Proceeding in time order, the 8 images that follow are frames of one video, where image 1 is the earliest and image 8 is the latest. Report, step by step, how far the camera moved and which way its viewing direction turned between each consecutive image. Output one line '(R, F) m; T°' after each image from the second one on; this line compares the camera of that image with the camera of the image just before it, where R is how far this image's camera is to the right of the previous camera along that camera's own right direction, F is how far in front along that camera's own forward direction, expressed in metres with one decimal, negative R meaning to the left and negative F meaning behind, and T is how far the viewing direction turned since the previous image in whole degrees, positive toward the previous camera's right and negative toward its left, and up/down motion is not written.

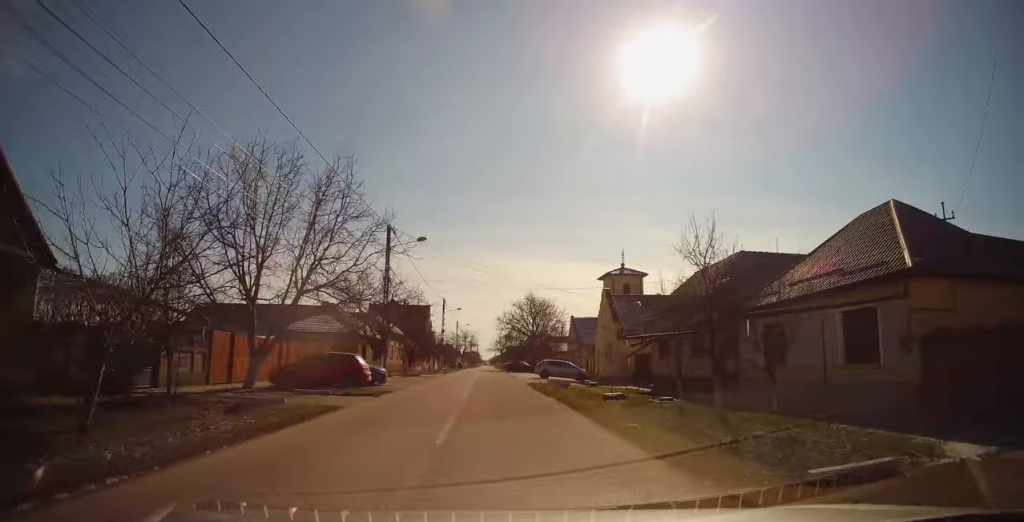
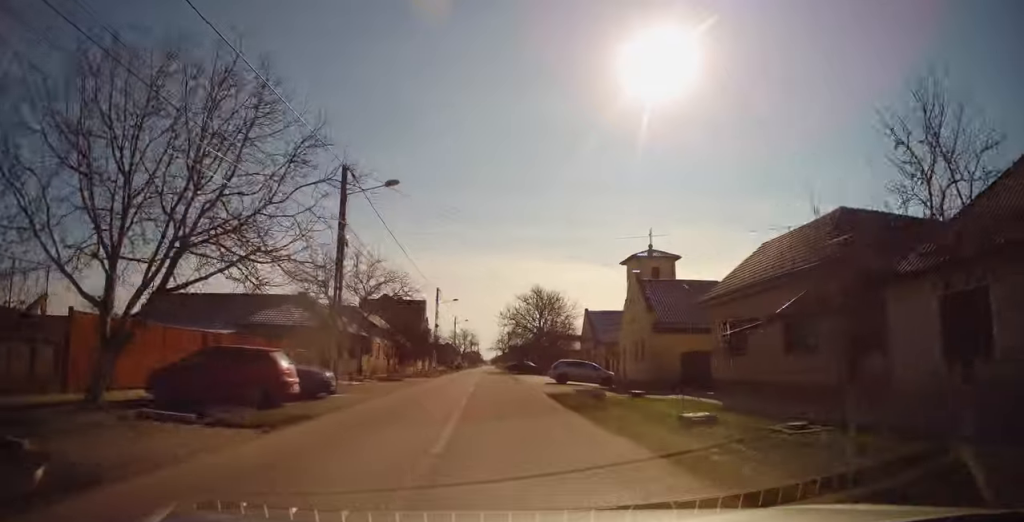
(-0.1, +8.9) m; 0°
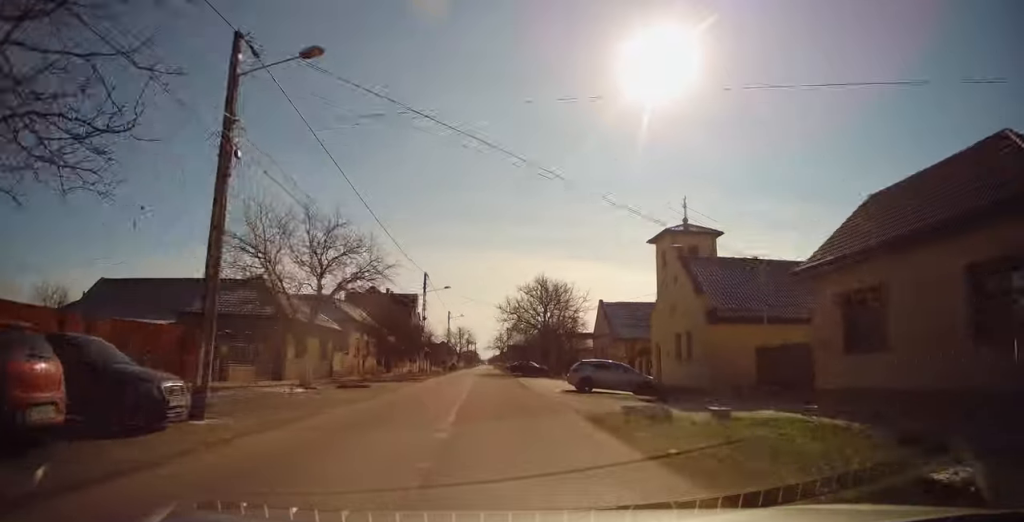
(-0.1, +8.5) m; 0°
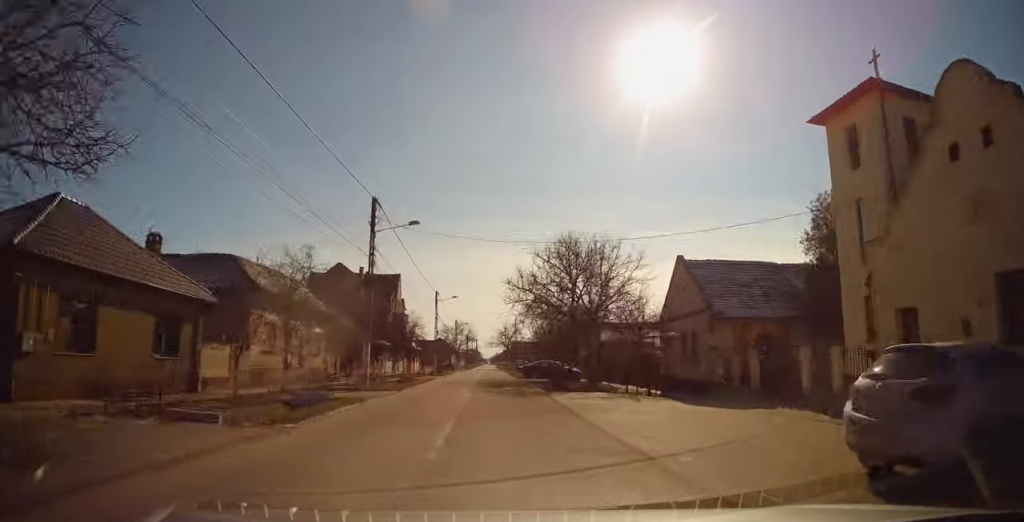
(-0.1, +19.5) m; -1°
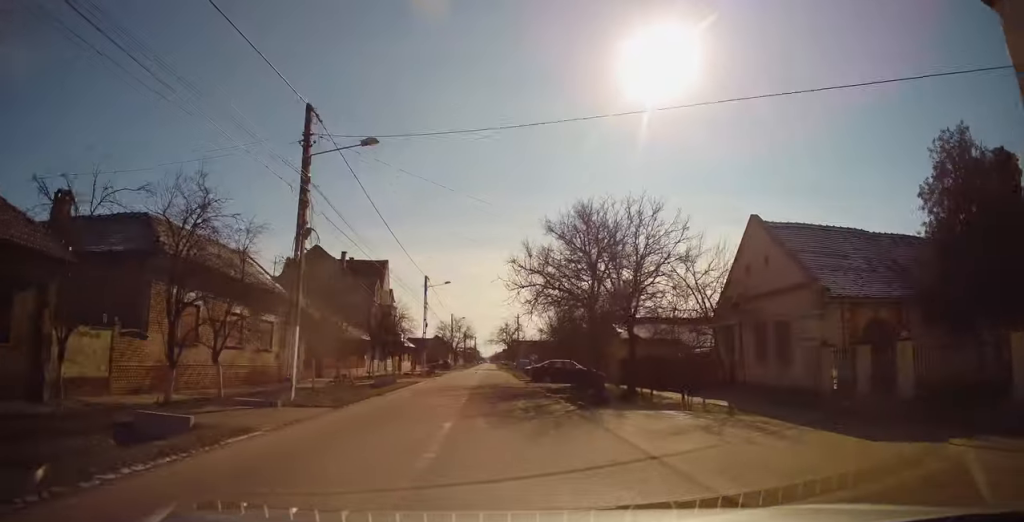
(-0.1, +8.2) m; 0°
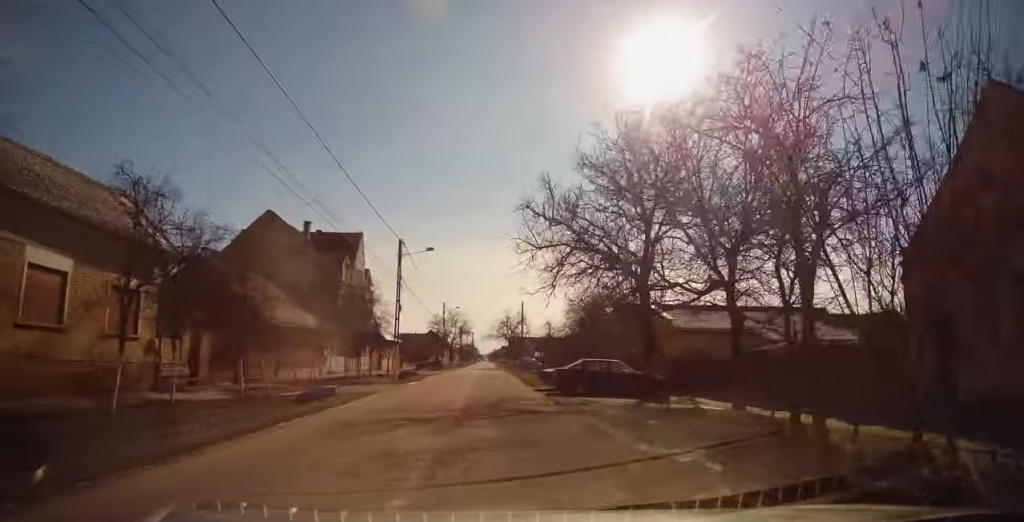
(+0.1, +12.0) m; +1°
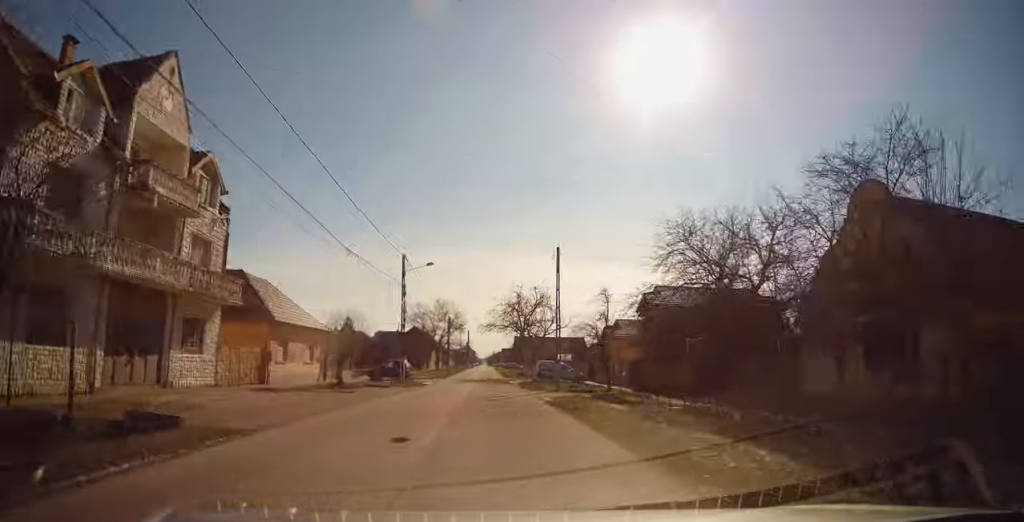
(0.0, +31.1) m; +1°
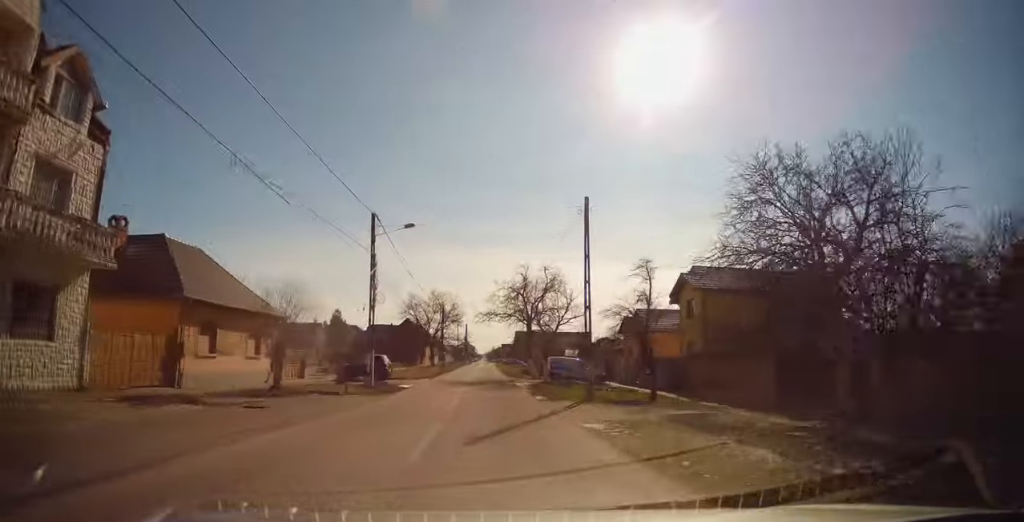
(+0.1, +9.0) m; 0°
